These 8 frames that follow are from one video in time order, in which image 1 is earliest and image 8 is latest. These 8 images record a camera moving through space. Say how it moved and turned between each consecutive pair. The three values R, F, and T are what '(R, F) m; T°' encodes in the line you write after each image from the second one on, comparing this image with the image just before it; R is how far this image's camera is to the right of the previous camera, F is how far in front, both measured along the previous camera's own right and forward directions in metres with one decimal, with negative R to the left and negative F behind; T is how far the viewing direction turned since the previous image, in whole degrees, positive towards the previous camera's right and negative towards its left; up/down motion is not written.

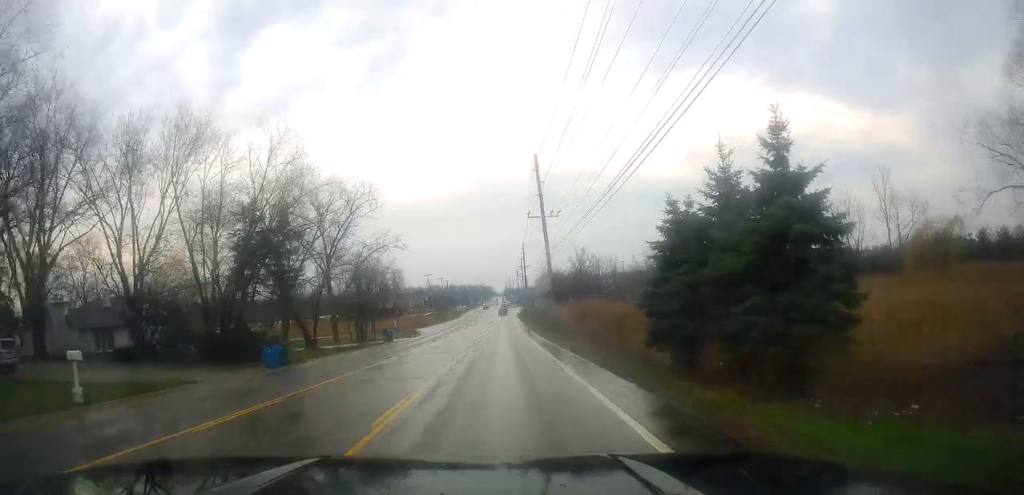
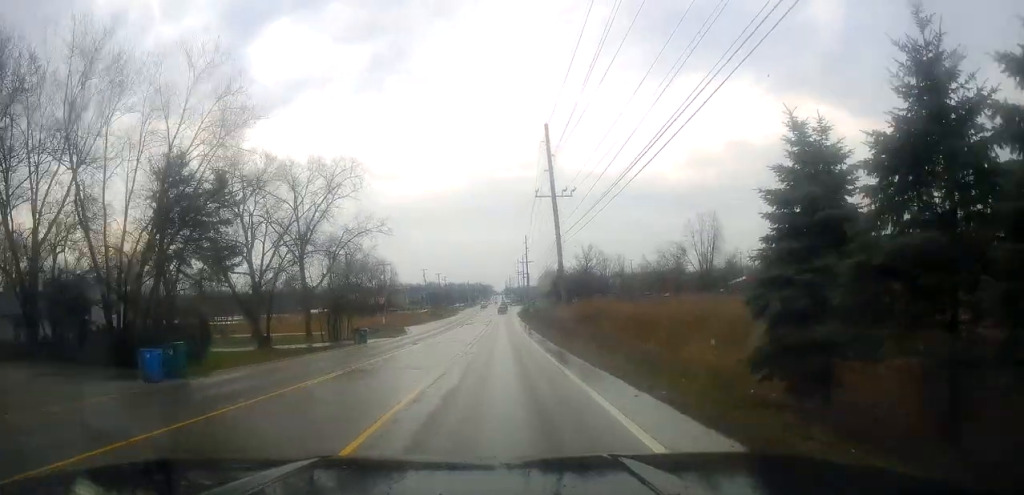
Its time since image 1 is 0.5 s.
(-0.2, +10.2) m; 0°
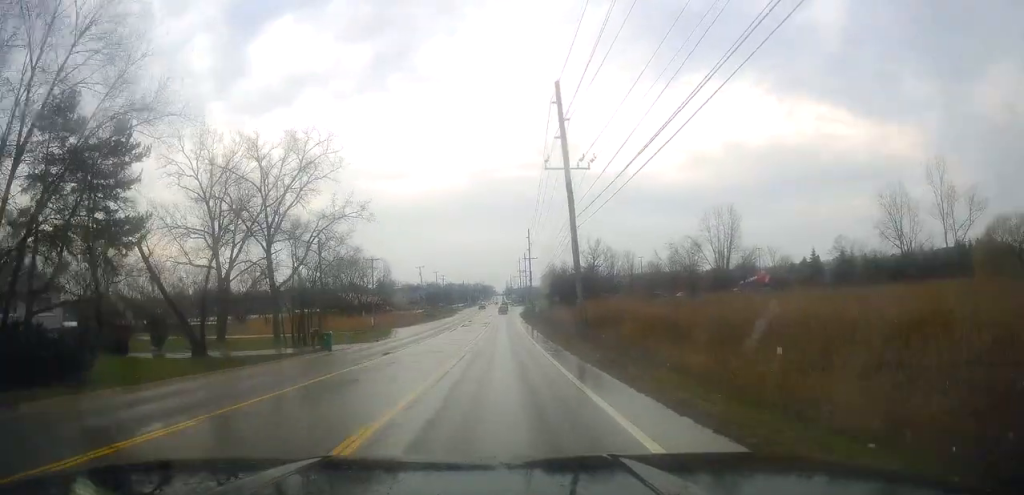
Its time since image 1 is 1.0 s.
(+0.2, +9.7) m; -1°
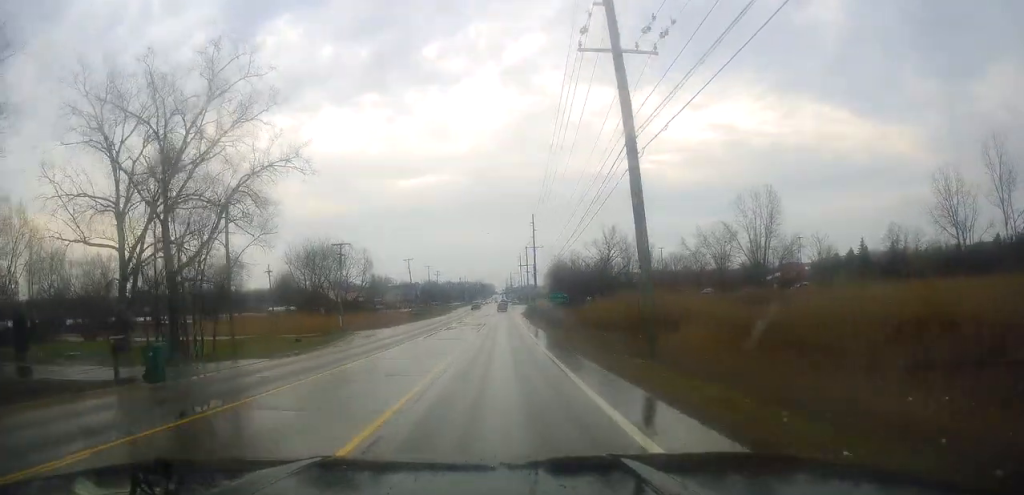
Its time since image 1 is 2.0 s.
(-0.2, +18.6) m; -1°
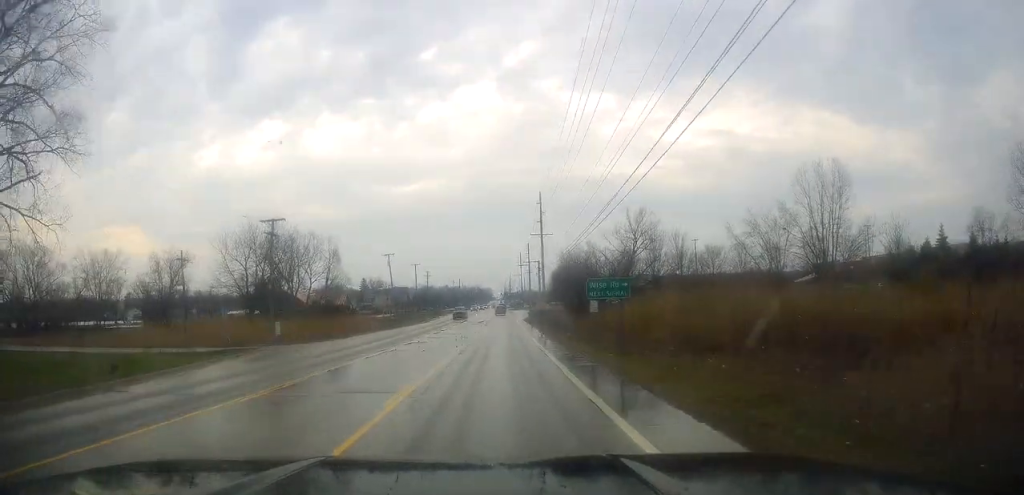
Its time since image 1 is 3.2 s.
(+0.1, +22.7) m; 0°
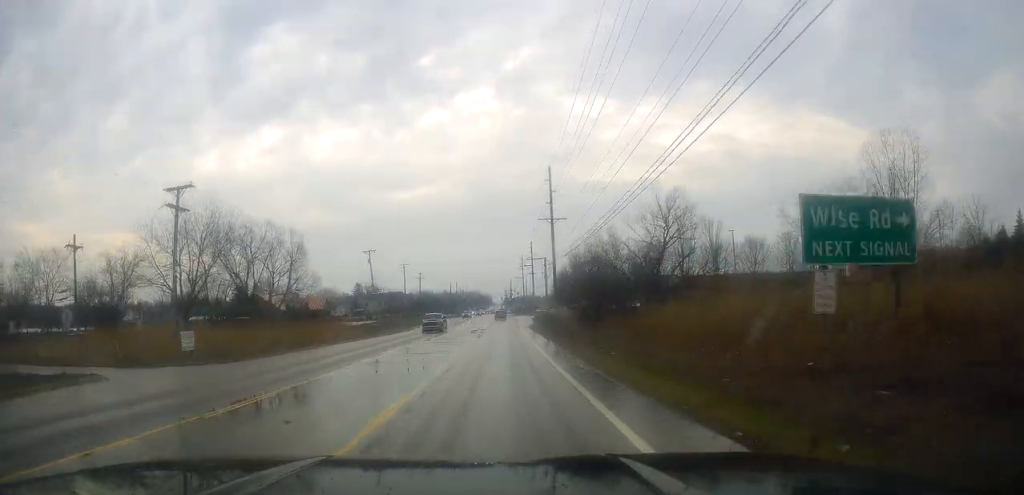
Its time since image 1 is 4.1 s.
(-0.2, +16.9) m; 0°
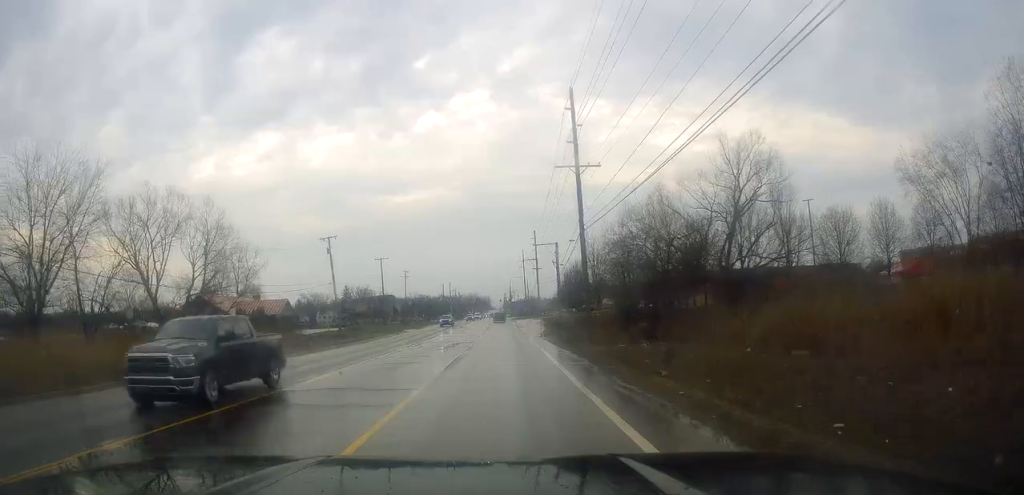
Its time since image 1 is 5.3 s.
(+0.3, +22.2) m; +1°
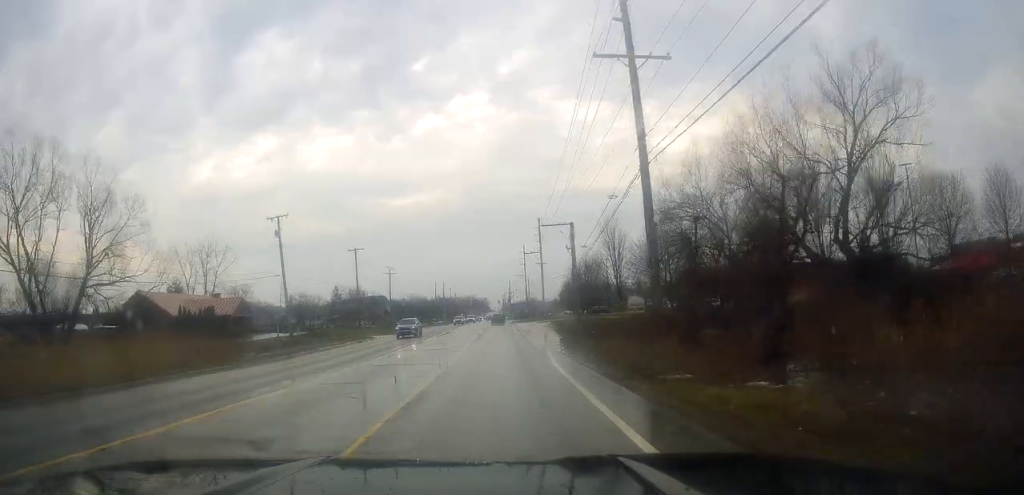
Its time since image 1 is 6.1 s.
(0.0, +17.2) m; 0°
